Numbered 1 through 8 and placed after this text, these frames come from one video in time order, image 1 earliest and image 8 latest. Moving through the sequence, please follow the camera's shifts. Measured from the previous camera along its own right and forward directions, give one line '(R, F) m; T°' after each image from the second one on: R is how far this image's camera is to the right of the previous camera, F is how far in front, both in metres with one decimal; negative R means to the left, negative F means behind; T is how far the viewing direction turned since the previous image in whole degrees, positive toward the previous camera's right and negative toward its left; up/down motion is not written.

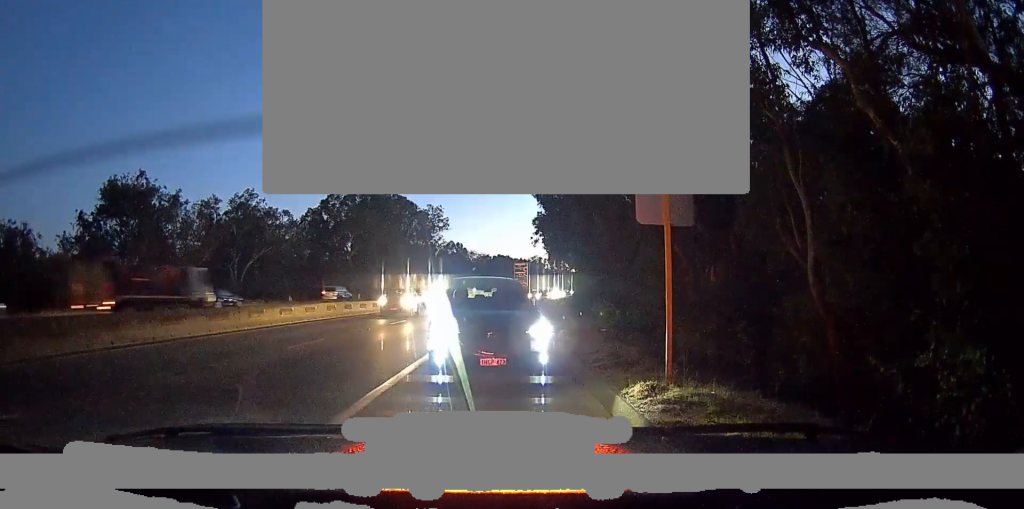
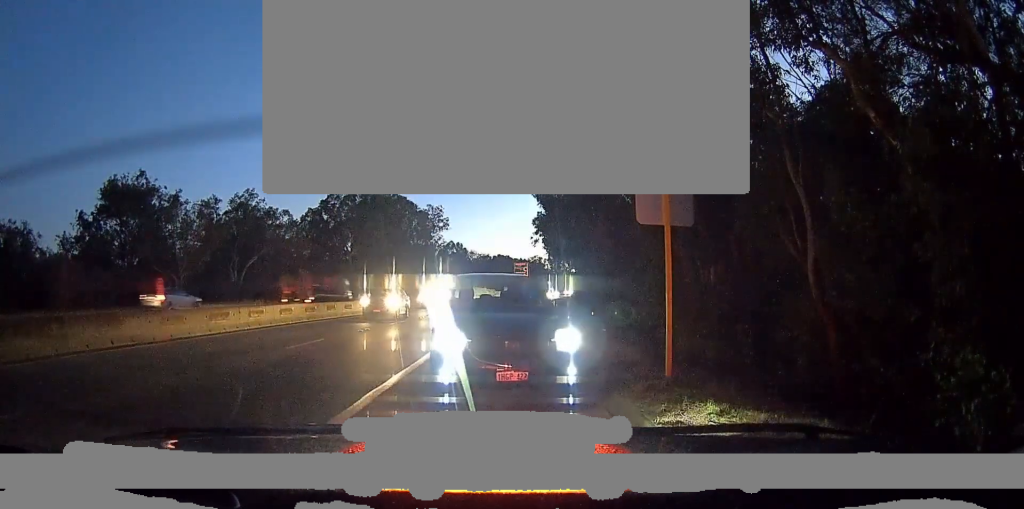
(0.0, +0.3) m; 0°
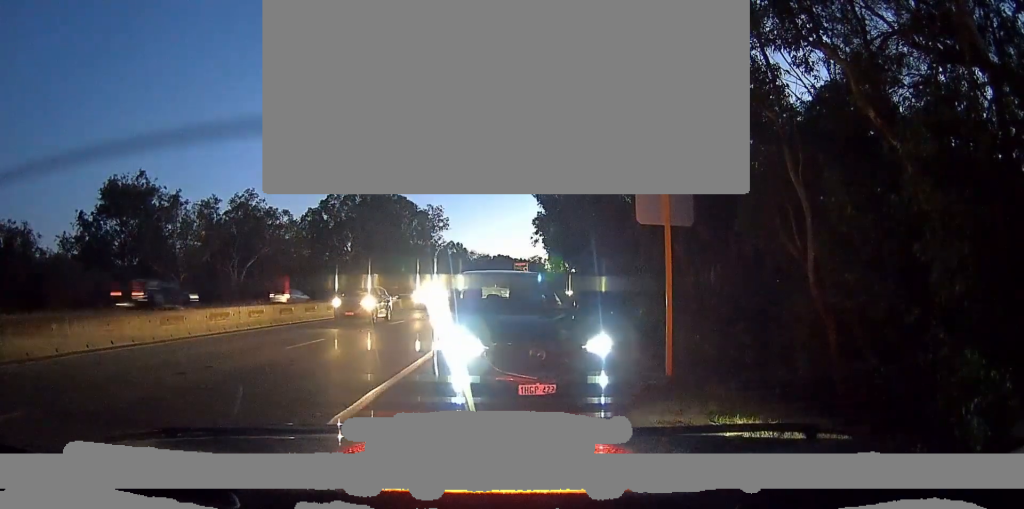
(0.0, +0.1) m; 0°
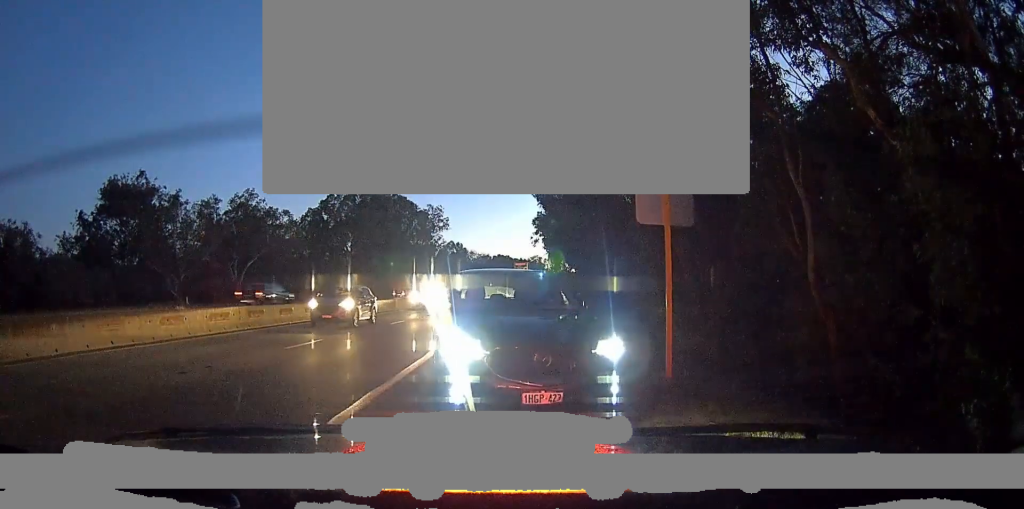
(0.0, 0.0) m; 0°
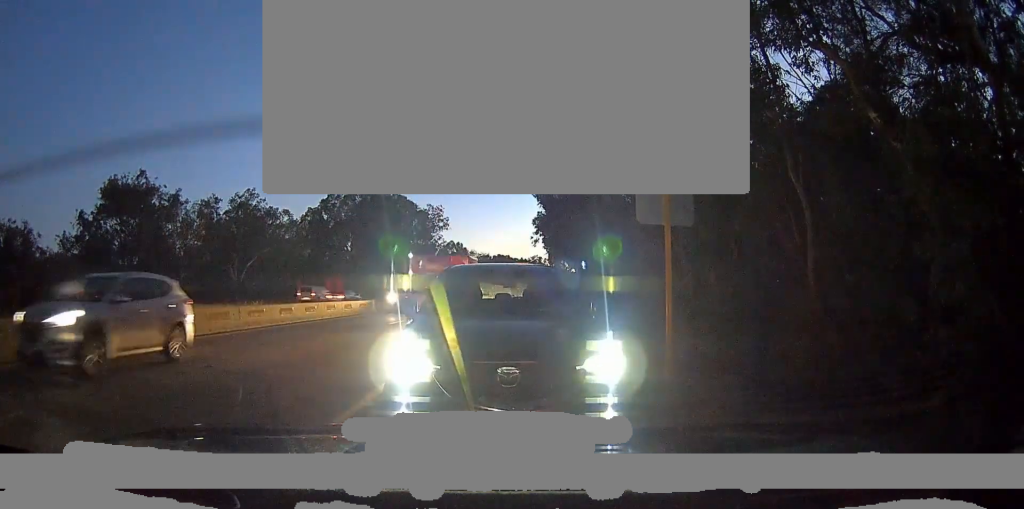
(0.0, 0.0) m; 0°
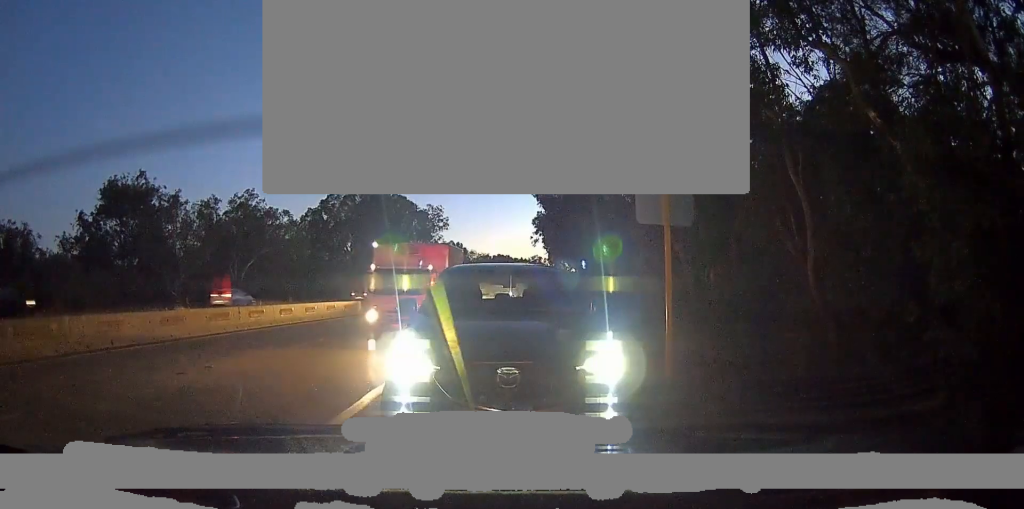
(0.0, 0.0) m; 0°
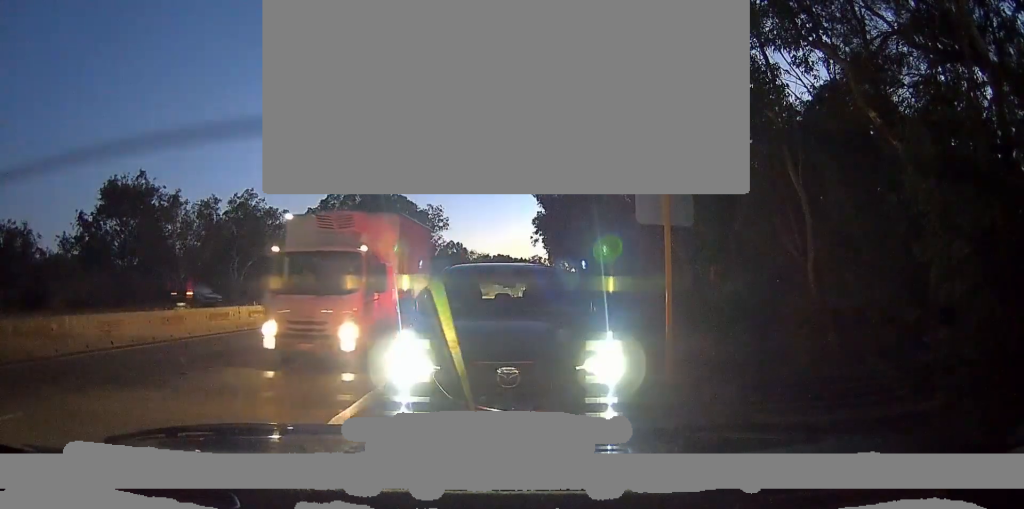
(0.0, 0.0) m; 0°
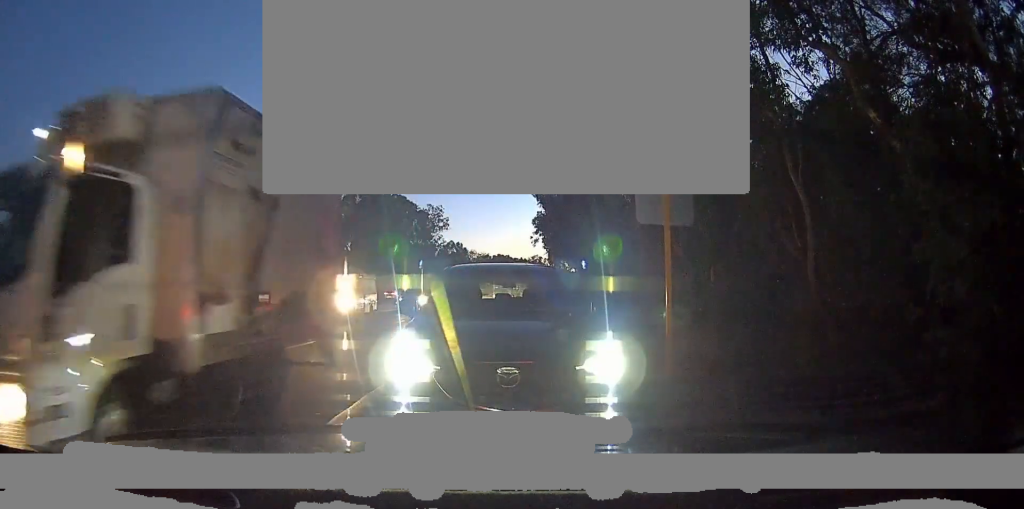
(-0.1, -0.2) m; 0°
